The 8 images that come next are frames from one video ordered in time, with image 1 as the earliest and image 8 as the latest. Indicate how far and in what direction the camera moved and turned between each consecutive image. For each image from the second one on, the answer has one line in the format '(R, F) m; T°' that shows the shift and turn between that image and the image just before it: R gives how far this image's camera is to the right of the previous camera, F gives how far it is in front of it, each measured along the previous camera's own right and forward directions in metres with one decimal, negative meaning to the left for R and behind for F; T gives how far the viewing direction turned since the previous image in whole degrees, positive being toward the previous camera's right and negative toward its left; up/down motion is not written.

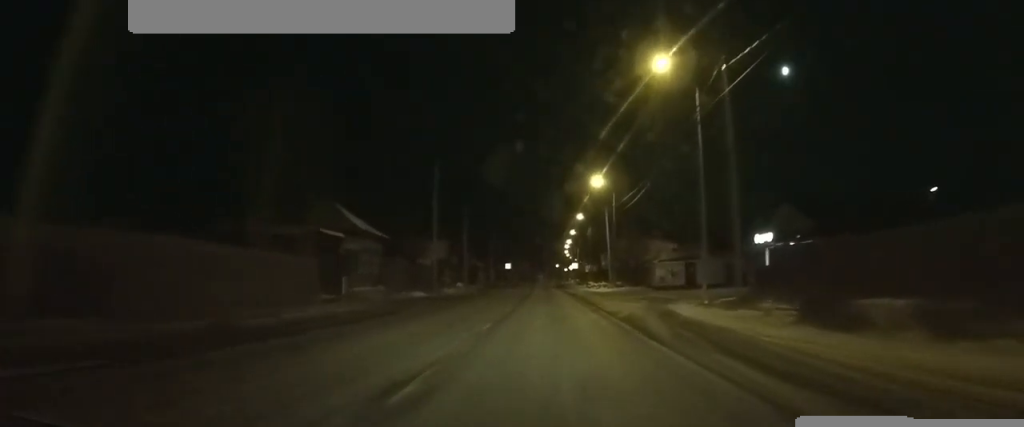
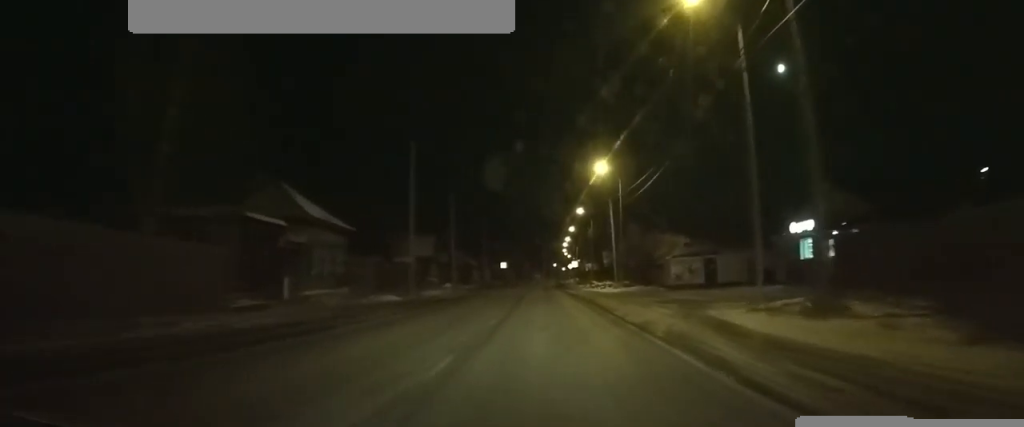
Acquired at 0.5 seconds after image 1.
(0.0, +6.4) m; 0°
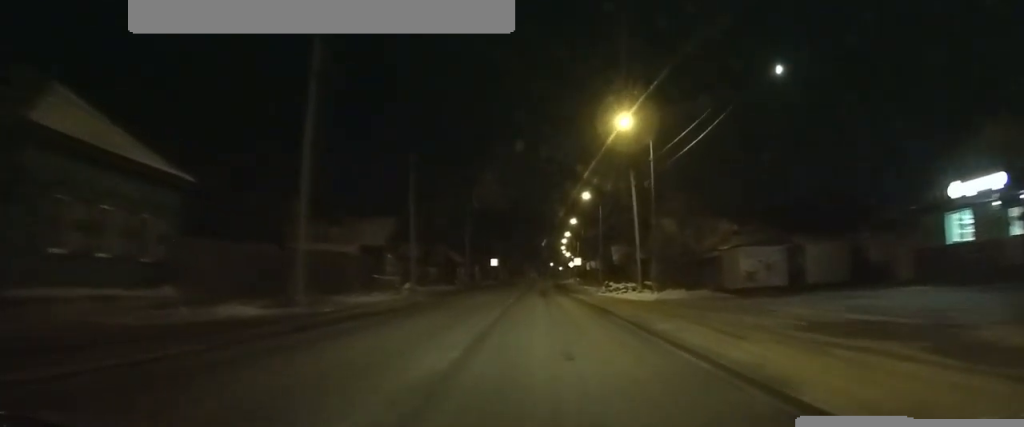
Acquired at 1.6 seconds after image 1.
(-0.1, +14.6) m; 0°
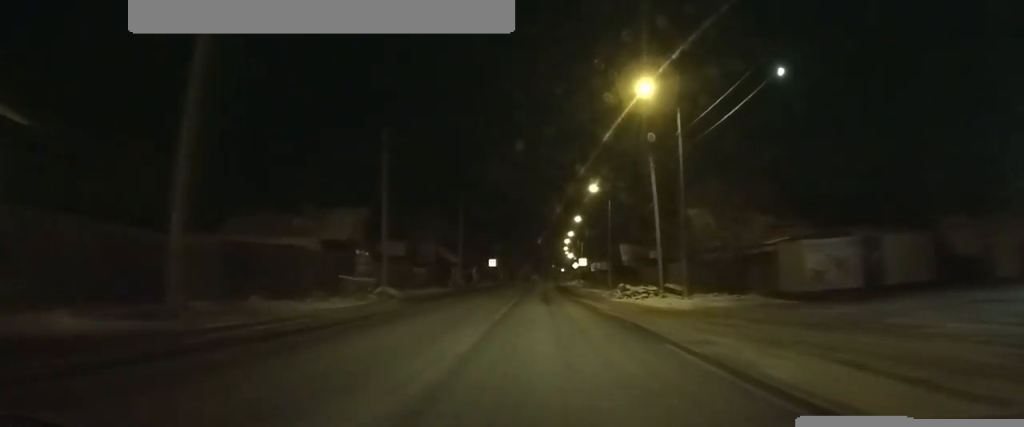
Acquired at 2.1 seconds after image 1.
(0.0, +6.5) m; 0°
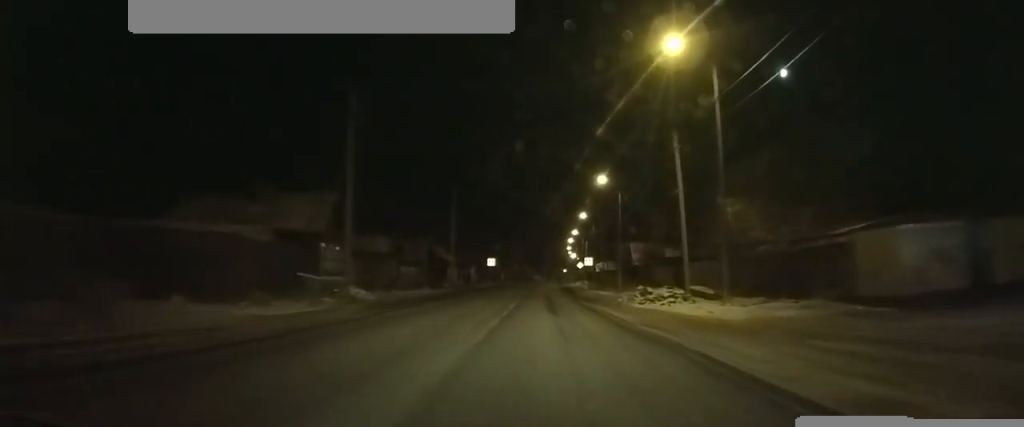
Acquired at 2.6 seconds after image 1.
(0.0, +5.6) m; 0°
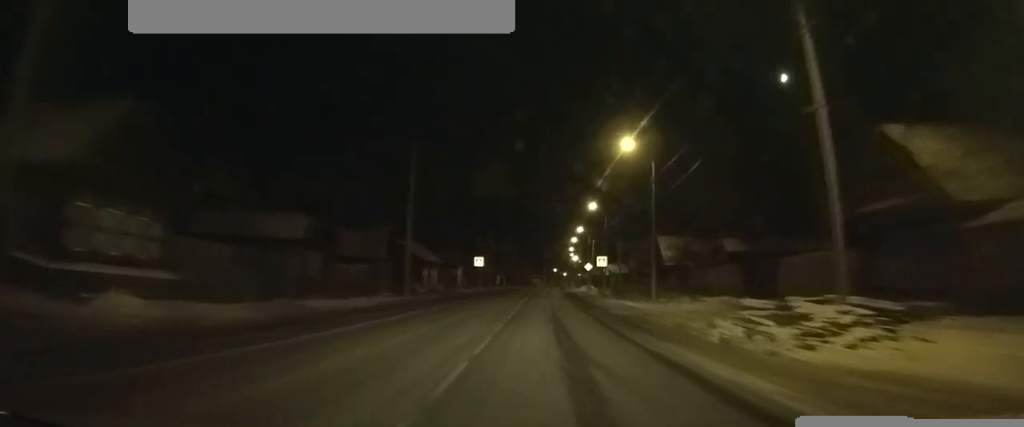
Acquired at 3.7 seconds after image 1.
(+0.1, +15.1) m; 0°
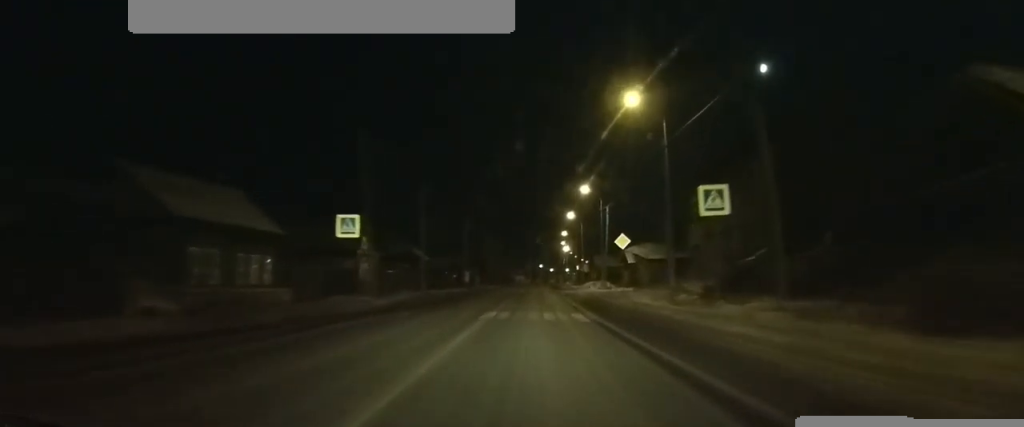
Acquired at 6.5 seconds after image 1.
(0.0, +38.5) m; 0°
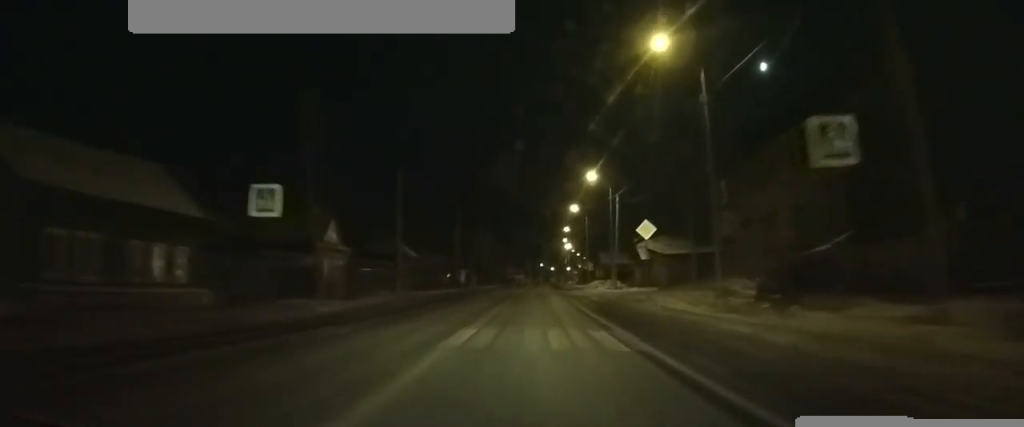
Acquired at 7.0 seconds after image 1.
(0.0, +7.5) m; 0°
